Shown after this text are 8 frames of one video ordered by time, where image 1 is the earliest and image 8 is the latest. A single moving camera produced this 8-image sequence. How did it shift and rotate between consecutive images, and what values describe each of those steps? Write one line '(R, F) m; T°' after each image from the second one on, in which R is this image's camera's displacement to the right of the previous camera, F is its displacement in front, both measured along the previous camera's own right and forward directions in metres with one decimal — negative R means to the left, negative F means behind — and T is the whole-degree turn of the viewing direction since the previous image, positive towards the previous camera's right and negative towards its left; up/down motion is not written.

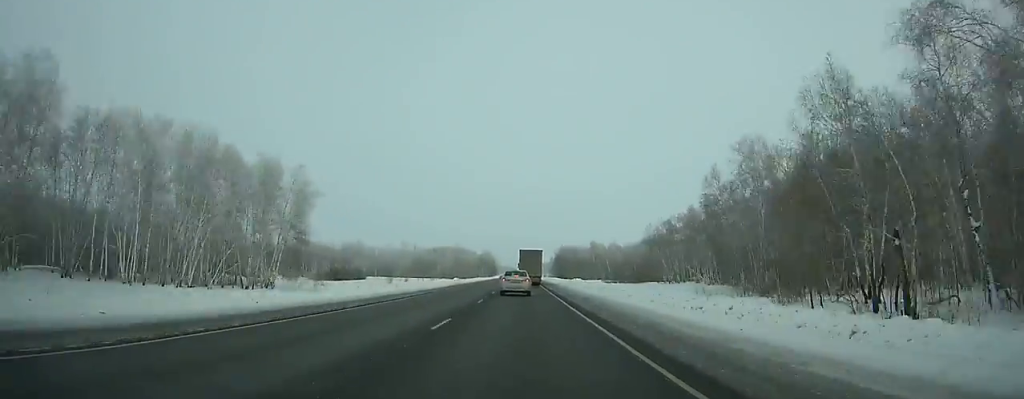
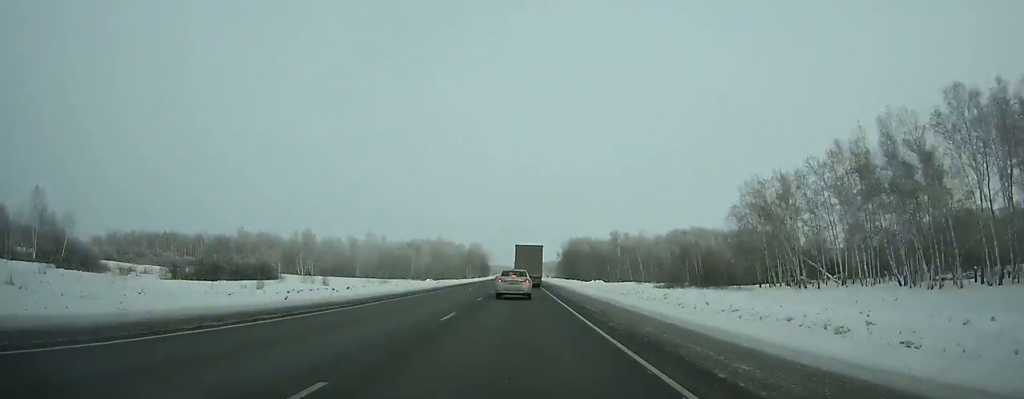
(+0.2, +66.8) m; 0°
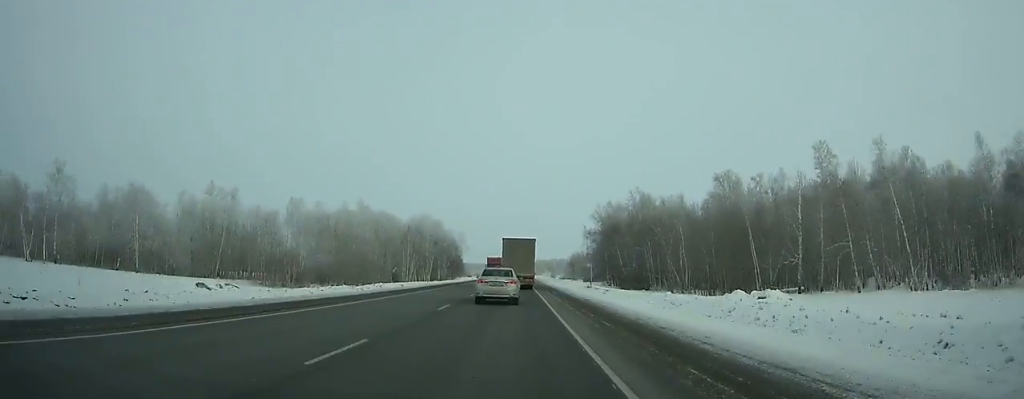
(+0.4, +127.6) m; 0°
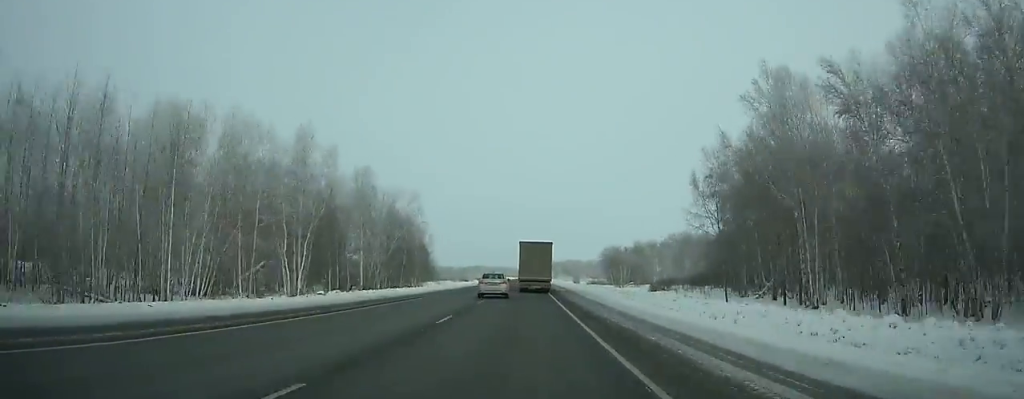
(-0.6, +92.6) m; -1°
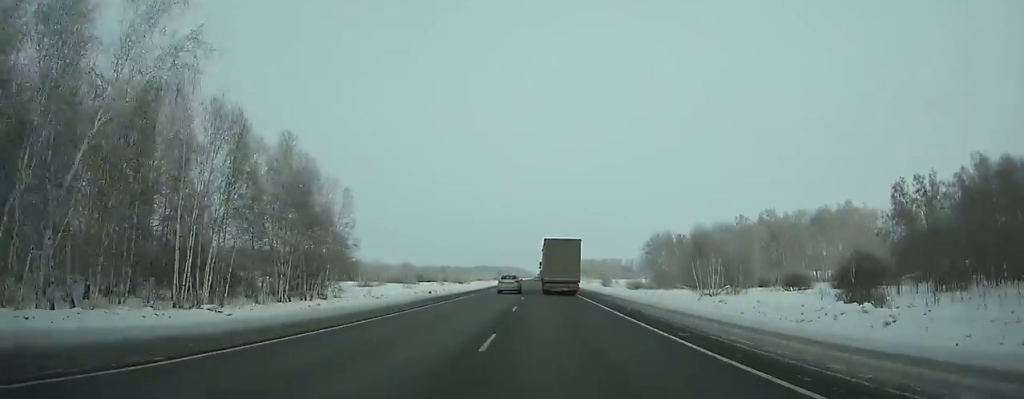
(-0.8, +68.1) m; -1°
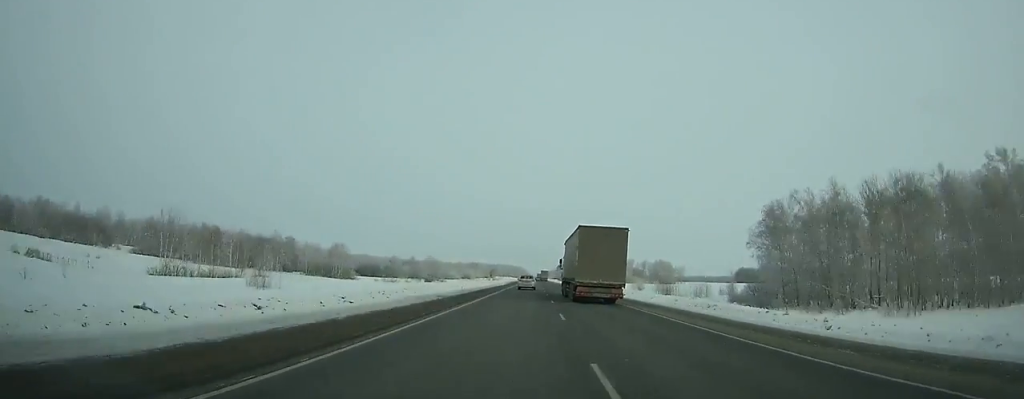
(0.0, +78.4) m; +1°
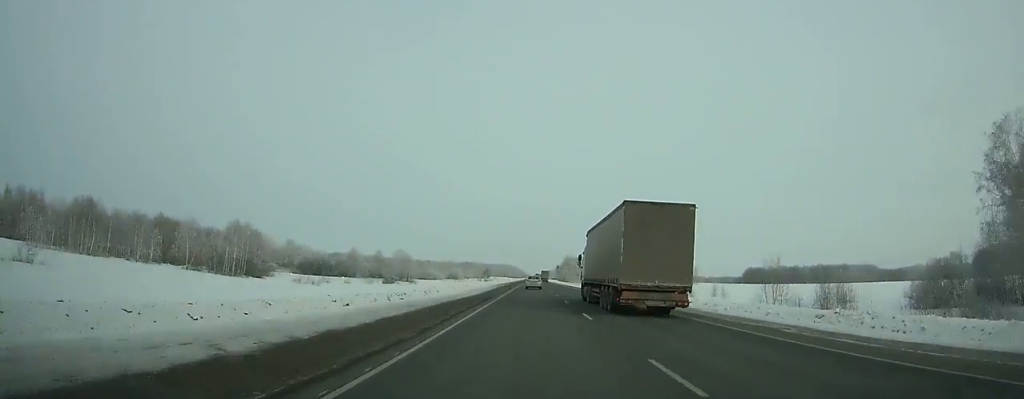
(+0.3, +48.6) m; 0°
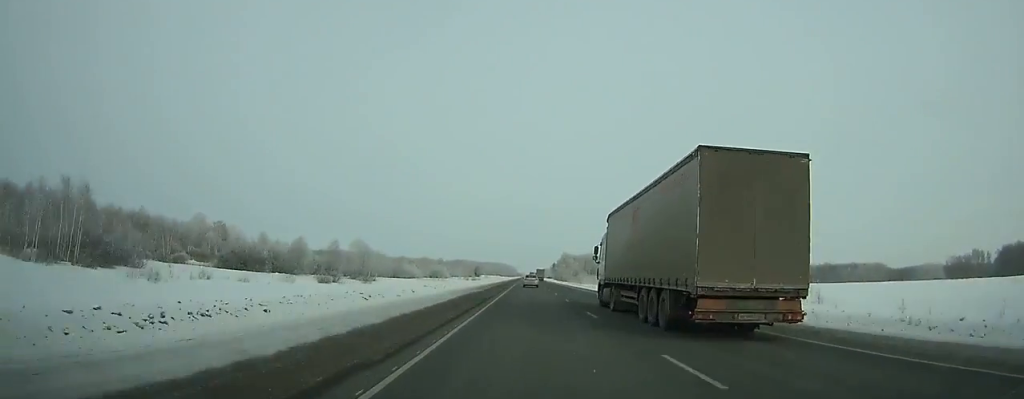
(+0.2, +36.1) m; 0°
